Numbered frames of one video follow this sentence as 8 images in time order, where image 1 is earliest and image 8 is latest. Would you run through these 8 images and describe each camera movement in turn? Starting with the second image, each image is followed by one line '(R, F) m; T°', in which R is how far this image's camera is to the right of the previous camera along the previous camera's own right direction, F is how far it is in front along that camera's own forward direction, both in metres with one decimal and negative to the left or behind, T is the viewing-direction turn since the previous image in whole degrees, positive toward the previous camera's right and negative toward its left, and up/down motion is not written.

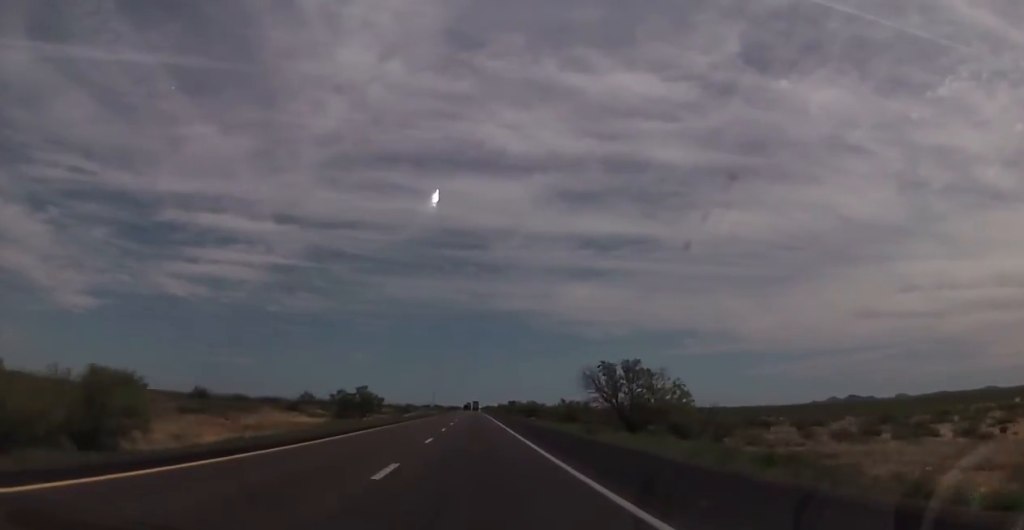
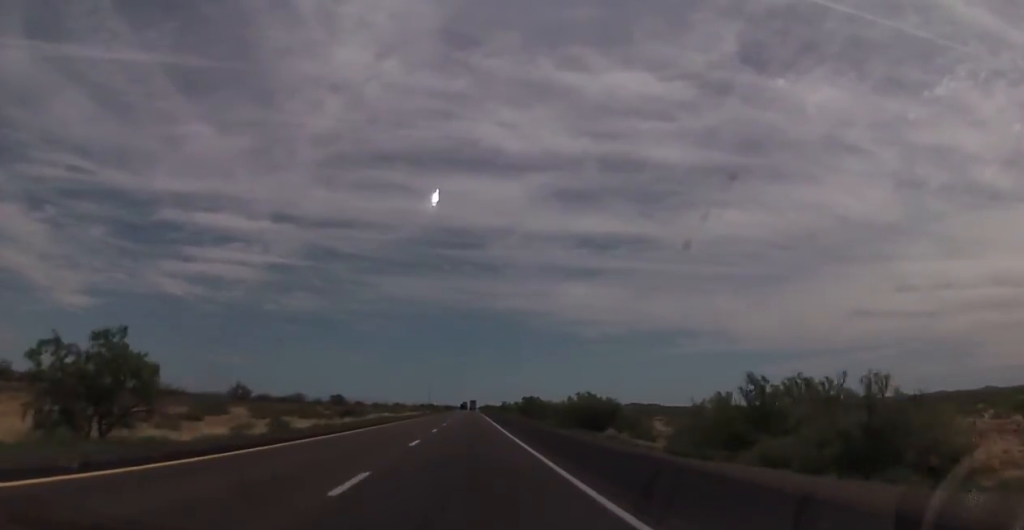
(-0.4, +63.5) m; 0°
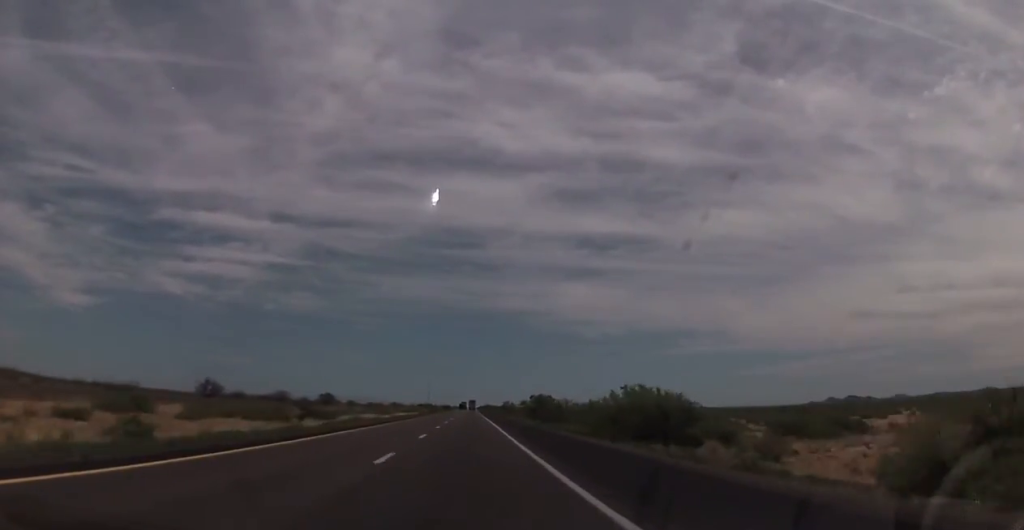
(+0.1, +19.1) m; 0°
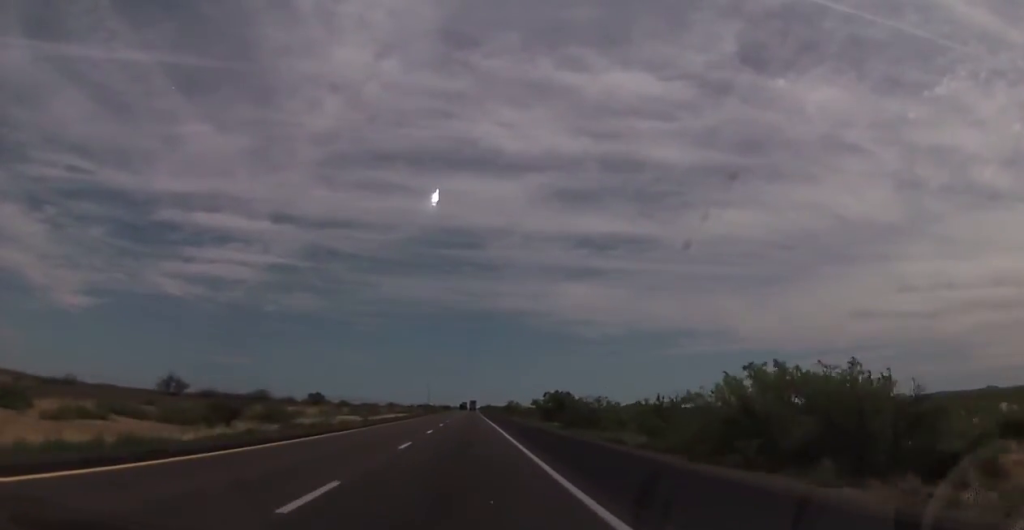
(+0.1, +19.0) m; 0°
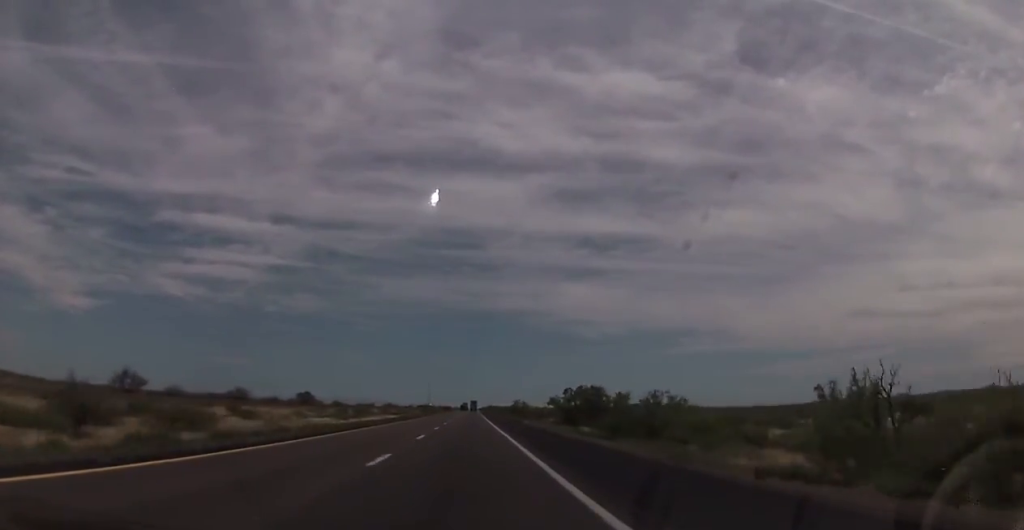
(0.0, +17.6) m; 0°
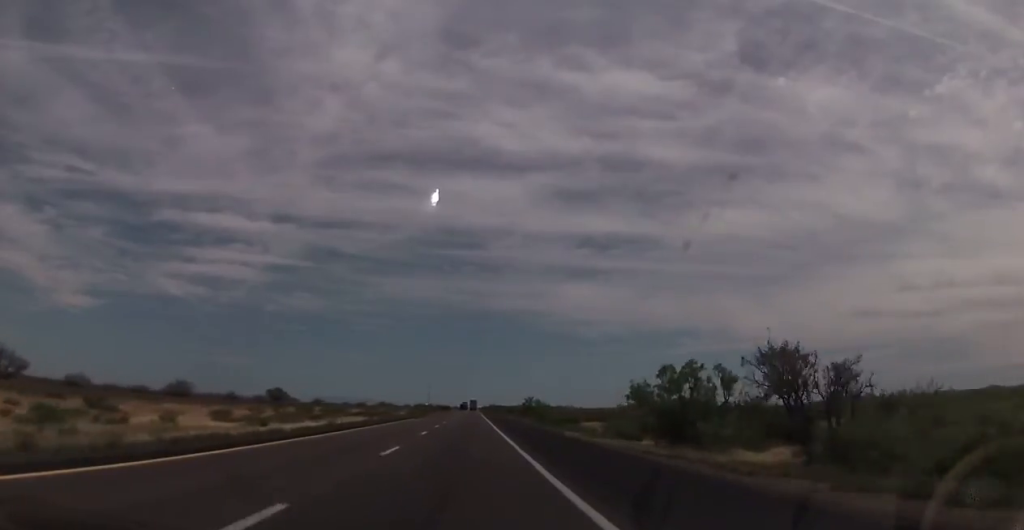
(0.0, +32.5) m; 0°
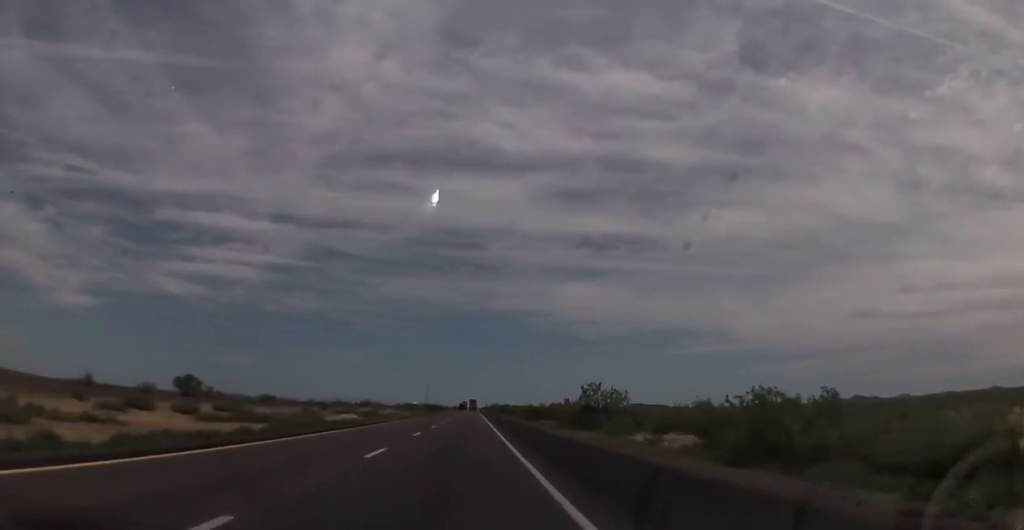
(-0.1, +57.8) m; -1°
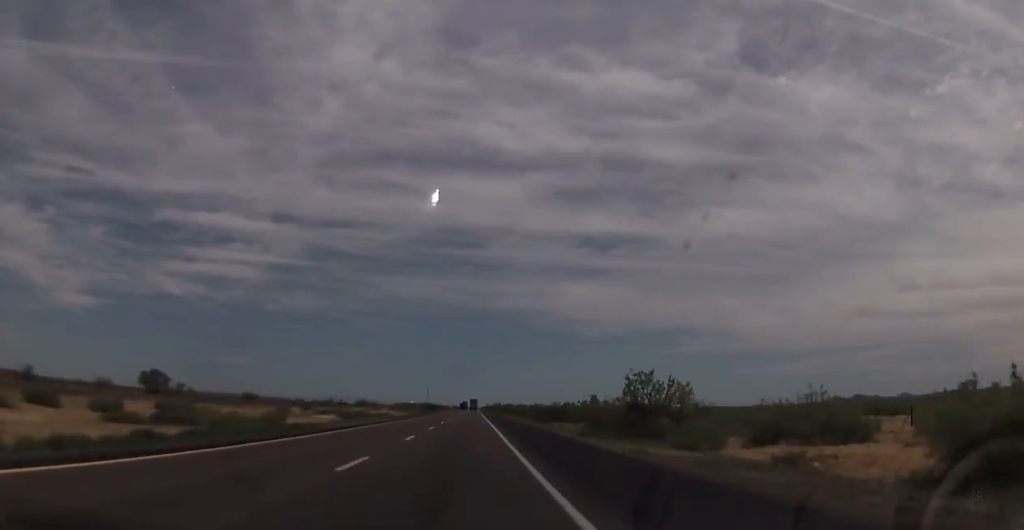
(-0.2, +13.3) m; 0°
